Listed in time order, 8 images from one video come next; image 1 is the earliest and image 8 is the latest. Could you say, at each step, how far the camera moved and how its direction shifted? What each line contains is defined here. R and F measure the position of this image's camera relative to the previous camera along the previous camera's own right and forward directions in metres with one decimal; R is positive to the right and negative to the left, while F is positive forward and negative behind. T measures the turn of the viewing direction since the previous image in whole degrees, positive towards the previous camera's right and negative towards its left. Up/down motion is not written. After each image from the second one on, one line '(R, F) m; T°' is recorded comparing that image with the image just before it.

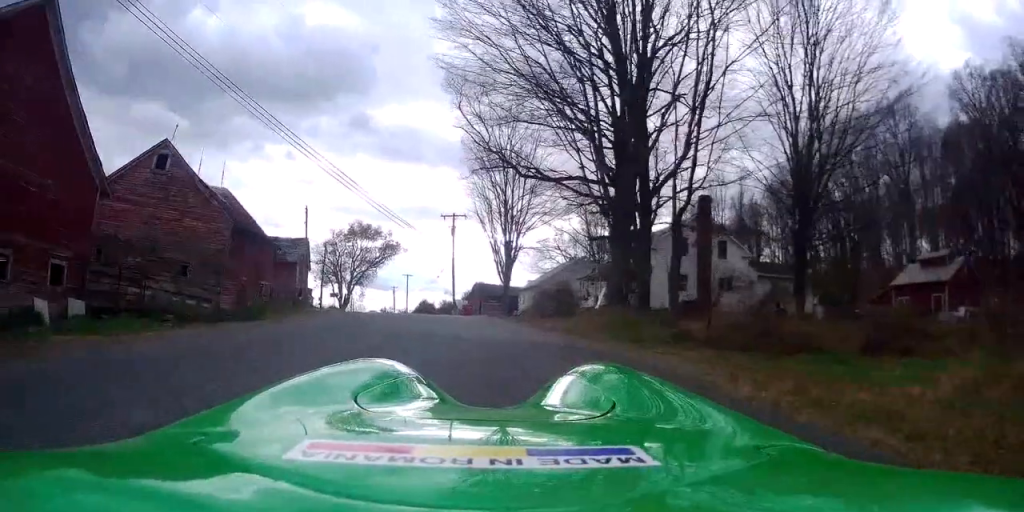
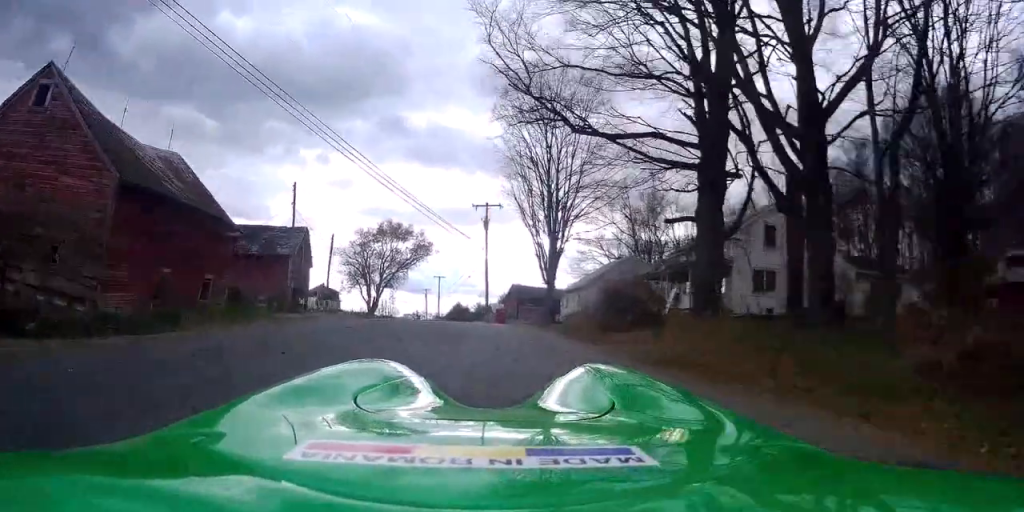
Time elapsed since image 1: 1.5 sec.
(-0.8, +7.8) m; -6°
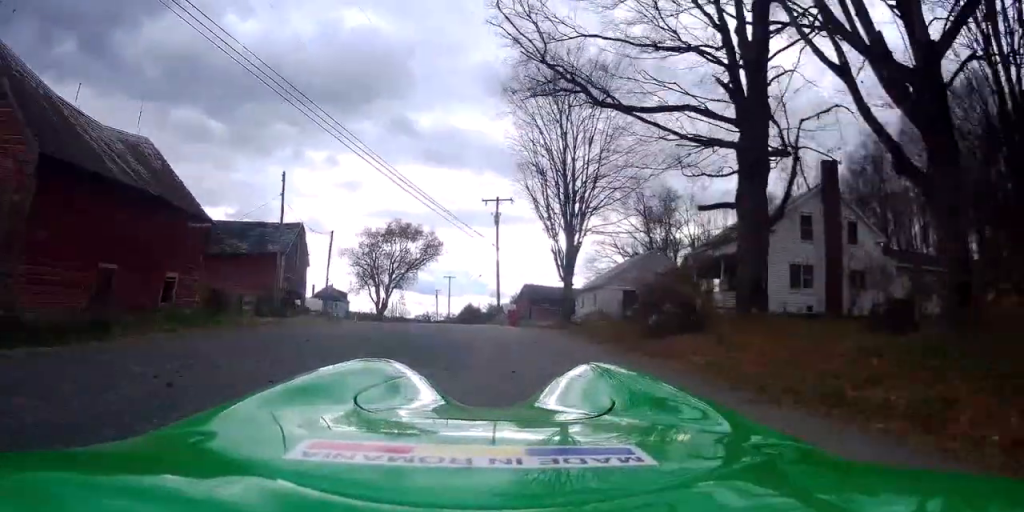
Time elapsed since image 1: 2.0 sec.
(+0.1, +2.9) m; +2°
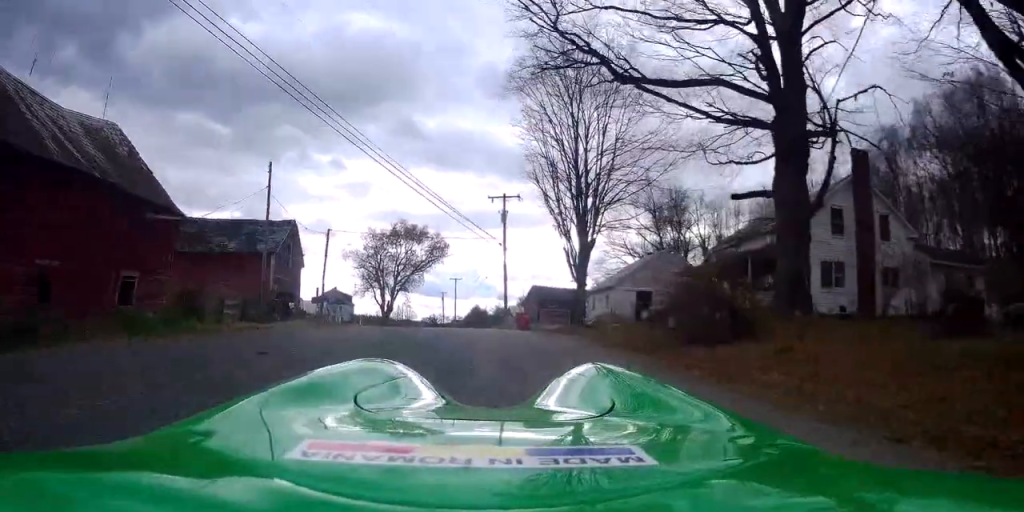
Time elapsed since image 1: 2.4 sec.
(0.0, +2.3) m; +1°
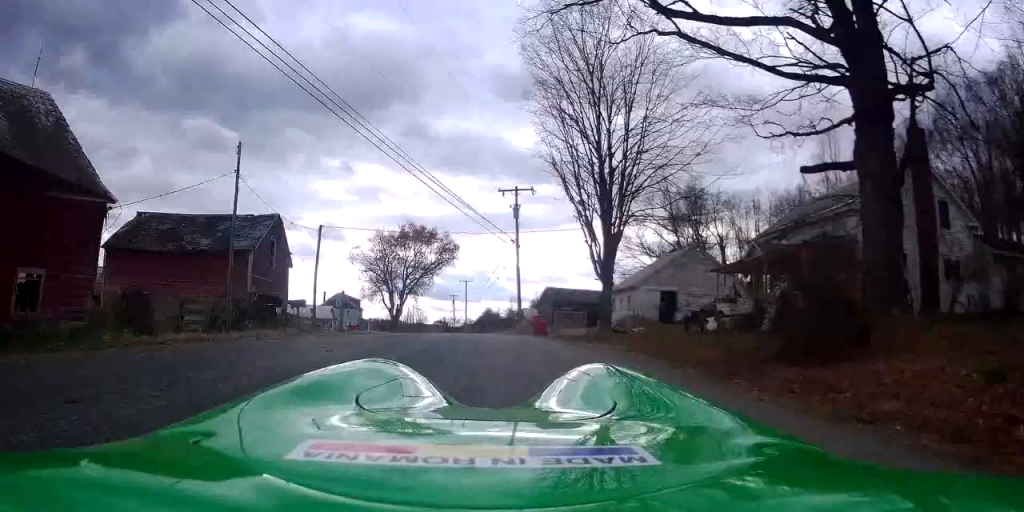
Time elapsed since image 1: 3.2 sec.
(0.0, +4.1) m; -3°
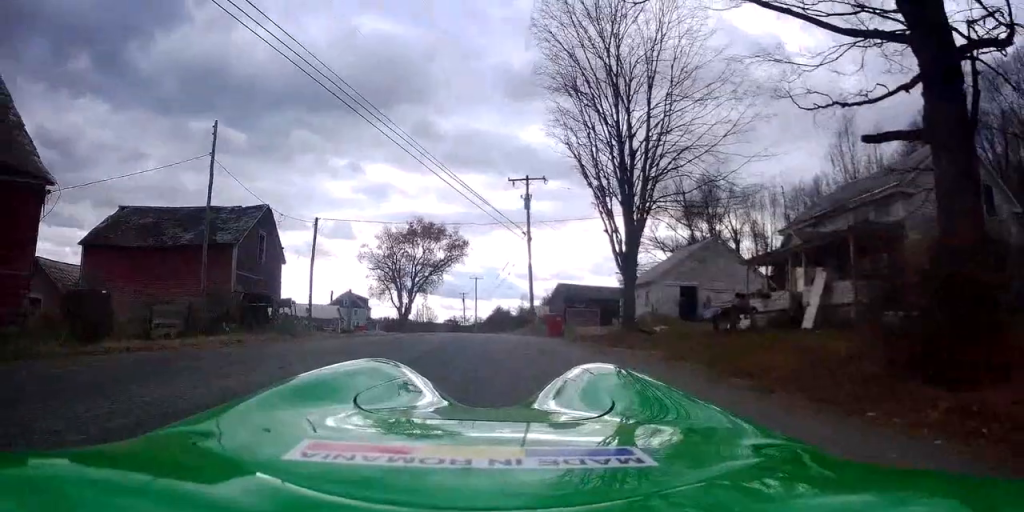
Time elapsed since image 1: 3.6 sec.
(-0.1, +2.5) m; -3°
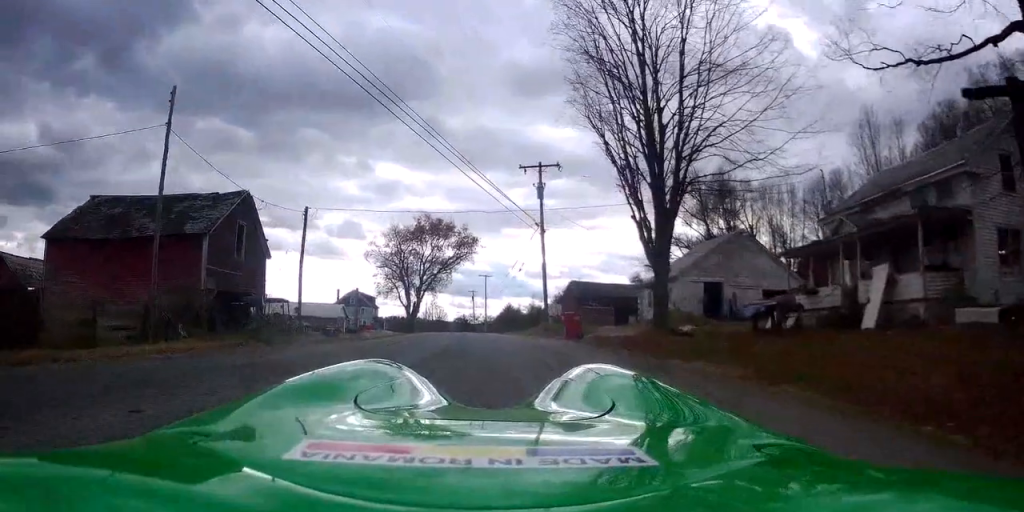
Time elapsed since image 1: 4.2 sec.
(-0.1, +3.1) m; -5°
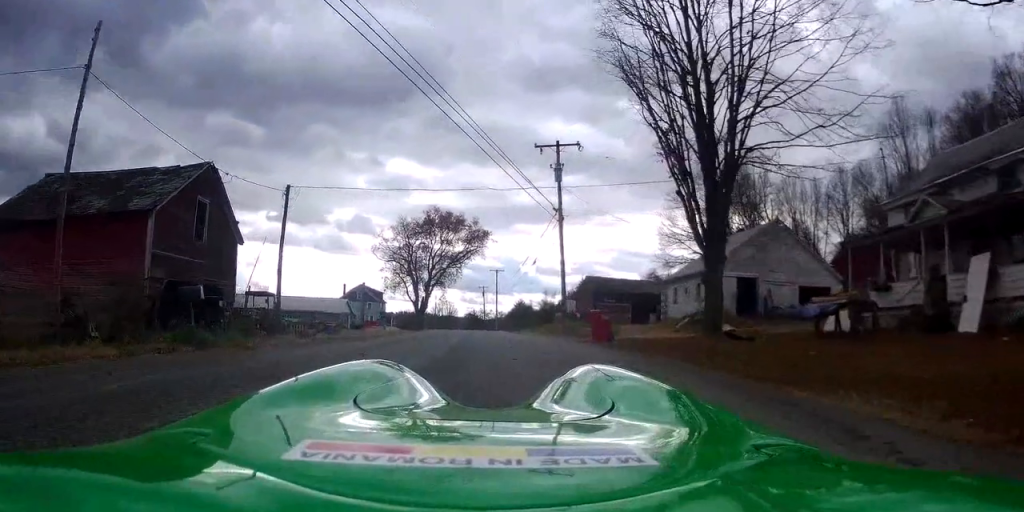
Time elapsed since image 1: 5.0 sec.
(-0.3, +4.2) m; -4°
